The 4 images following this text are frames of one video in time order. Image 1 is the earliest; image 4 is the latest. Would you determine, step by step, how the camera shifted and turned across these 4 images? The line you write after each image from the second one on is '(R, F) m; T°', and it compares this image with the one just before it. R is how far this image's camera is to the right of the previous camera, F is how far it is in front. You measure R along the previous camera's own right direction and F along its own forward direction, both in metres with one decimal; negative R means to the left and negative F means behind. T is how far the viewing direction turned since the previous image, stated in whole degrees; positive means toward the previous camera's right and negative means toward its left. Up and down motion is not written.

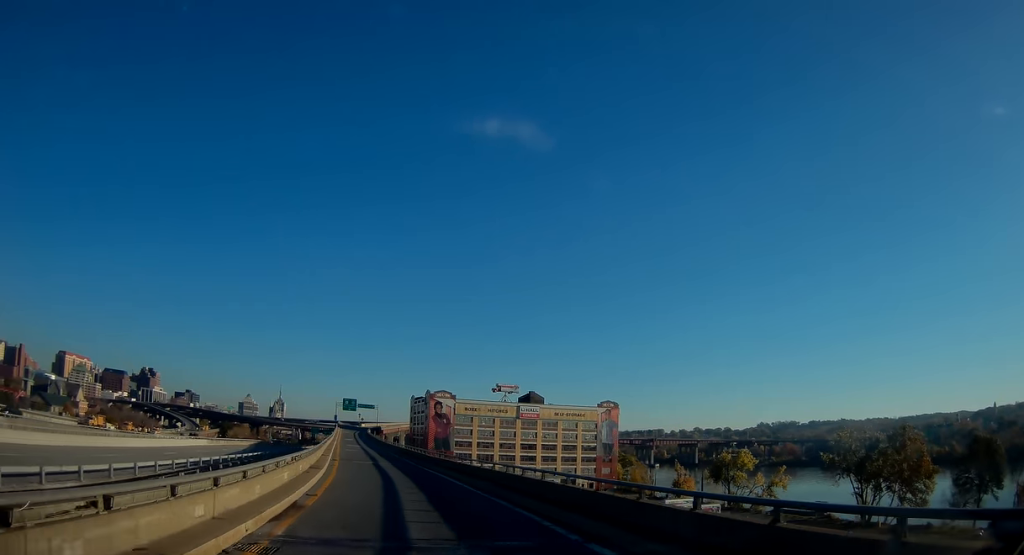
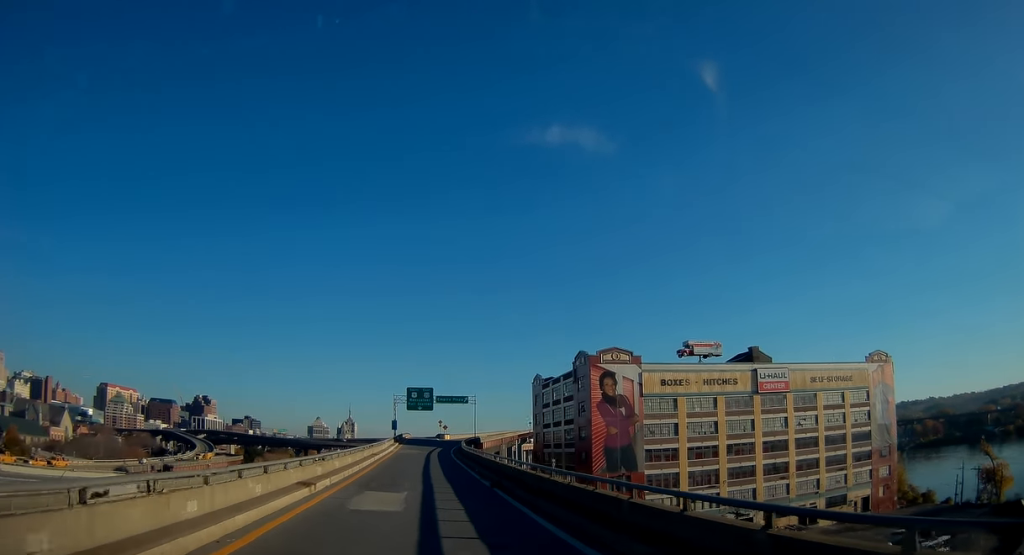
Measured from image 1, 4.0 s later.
(-10.4, +90.8) m; -9°
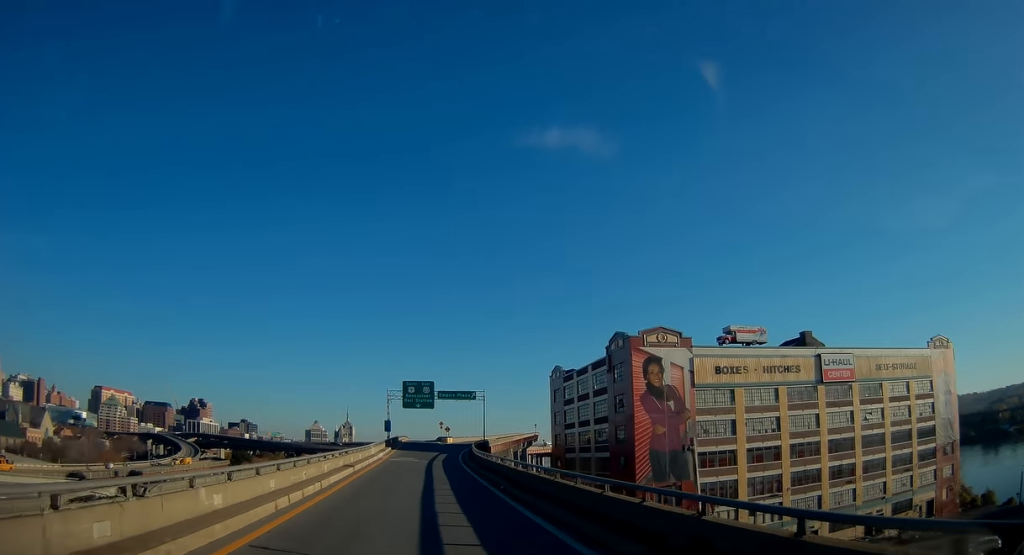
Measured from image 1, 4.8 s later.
(+0.1, +16.9) m; 0°
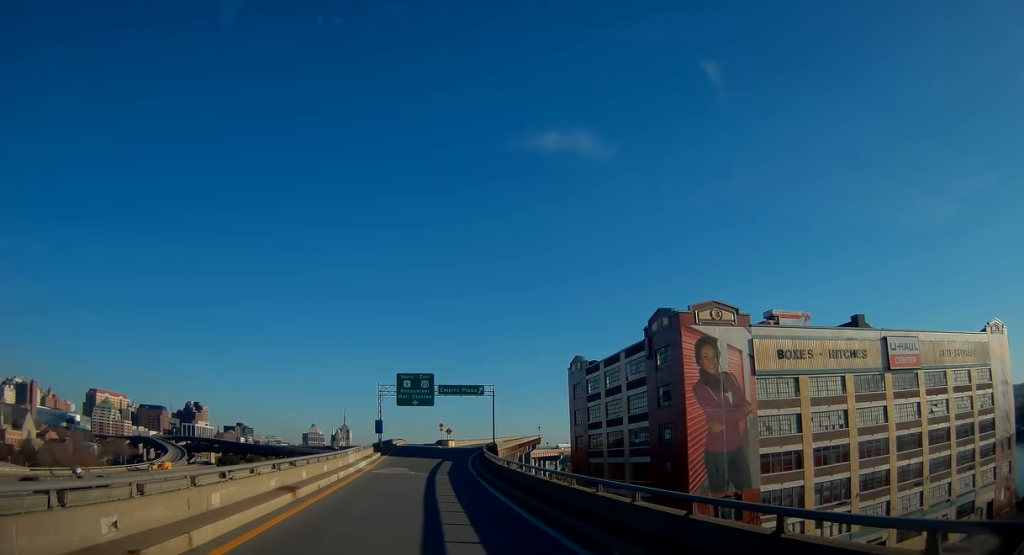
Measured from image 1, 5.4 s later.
(0.0, +13.8) m; 0°
